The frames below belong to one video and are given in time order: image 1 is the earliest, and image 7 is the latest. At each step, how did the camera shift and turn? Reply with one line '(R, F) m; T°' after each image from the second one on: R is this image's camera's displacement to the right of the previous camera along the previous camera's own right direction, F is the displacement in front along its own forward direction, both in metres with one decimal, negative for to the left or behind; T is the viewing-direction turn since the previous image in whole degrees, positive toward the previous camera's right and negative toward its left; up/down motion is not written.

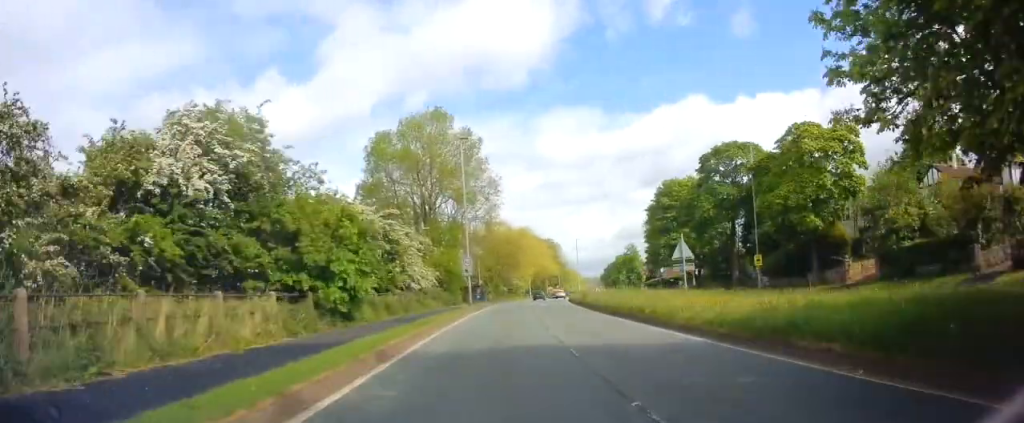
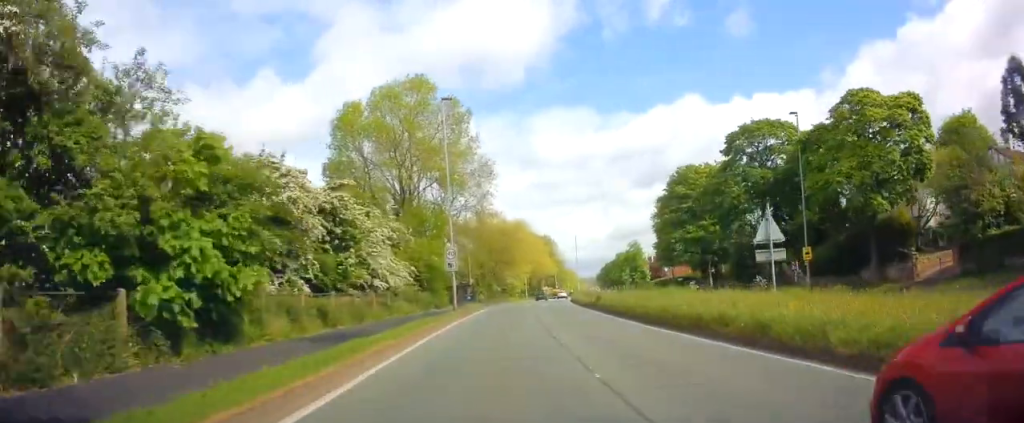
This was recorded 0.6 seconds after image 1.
(0.0, +9.0) m; 0°
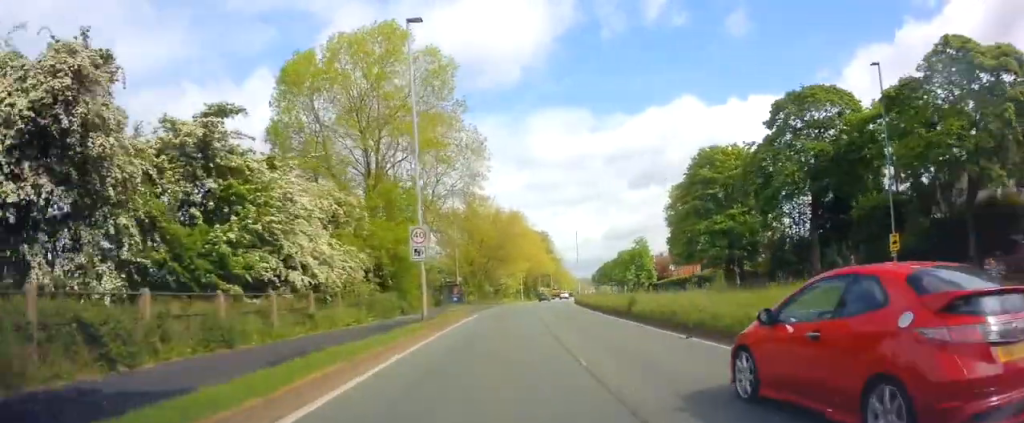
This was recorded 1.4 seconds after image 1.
(0.0, +10.4) m; 0°
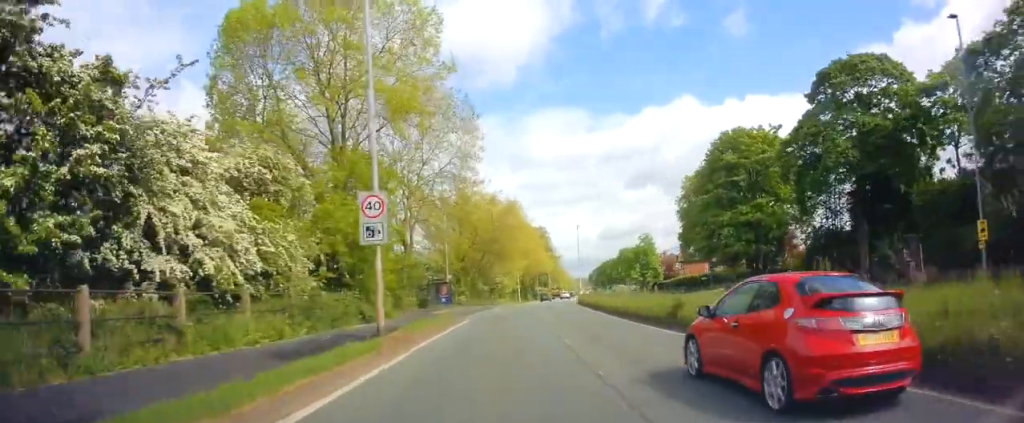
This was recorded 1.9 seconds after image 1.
(0.0, +7.2) m; +1°
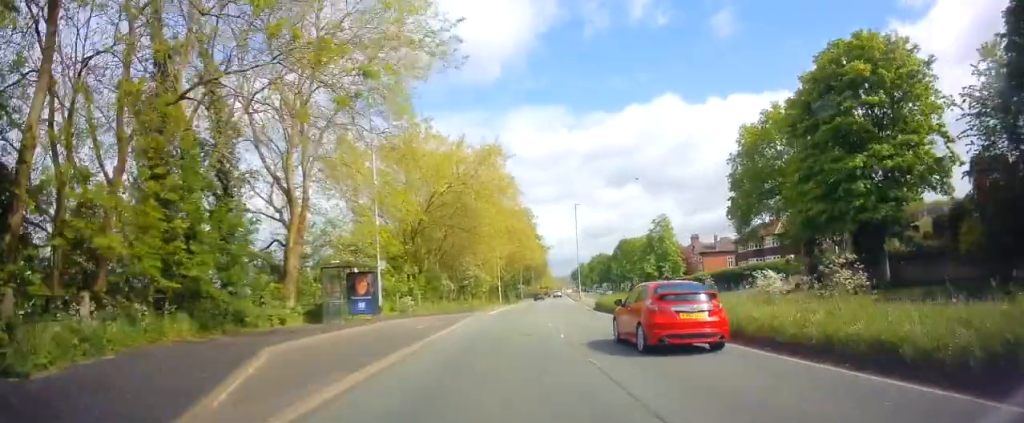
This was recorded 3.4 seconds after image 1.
(+0.8, +22.8) m; +2°
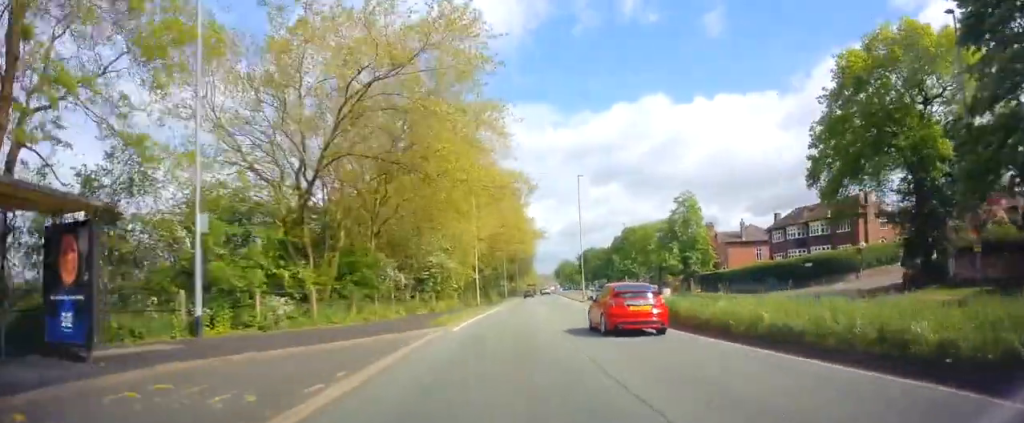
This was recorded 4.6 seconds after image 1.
(-0.3, +18.2) m; -1°
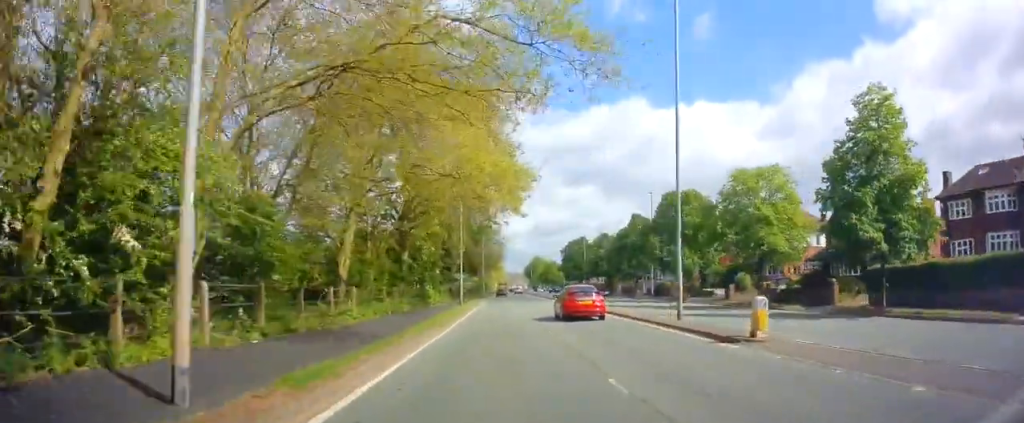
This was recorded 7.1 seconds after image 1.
(+1.5, +38.6) m; +5°
